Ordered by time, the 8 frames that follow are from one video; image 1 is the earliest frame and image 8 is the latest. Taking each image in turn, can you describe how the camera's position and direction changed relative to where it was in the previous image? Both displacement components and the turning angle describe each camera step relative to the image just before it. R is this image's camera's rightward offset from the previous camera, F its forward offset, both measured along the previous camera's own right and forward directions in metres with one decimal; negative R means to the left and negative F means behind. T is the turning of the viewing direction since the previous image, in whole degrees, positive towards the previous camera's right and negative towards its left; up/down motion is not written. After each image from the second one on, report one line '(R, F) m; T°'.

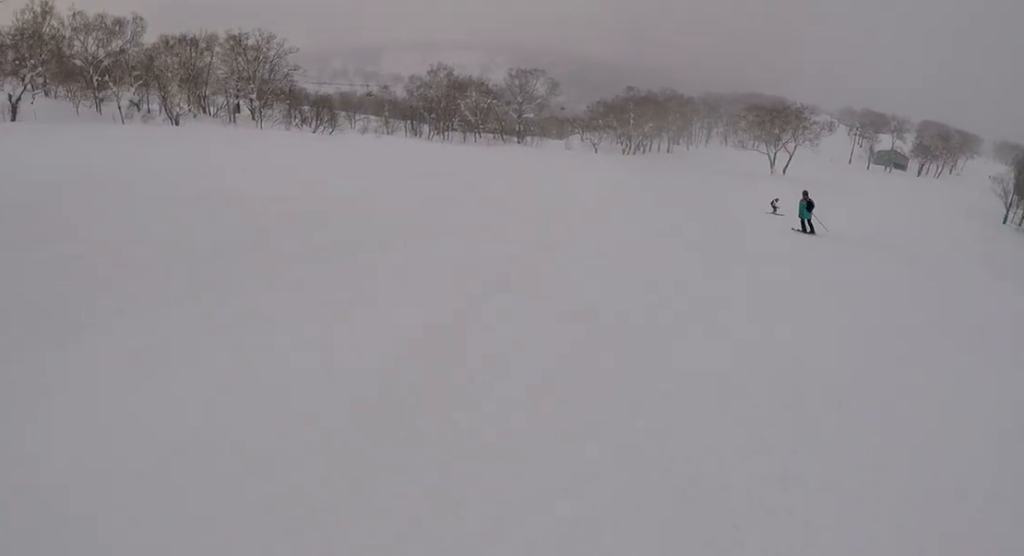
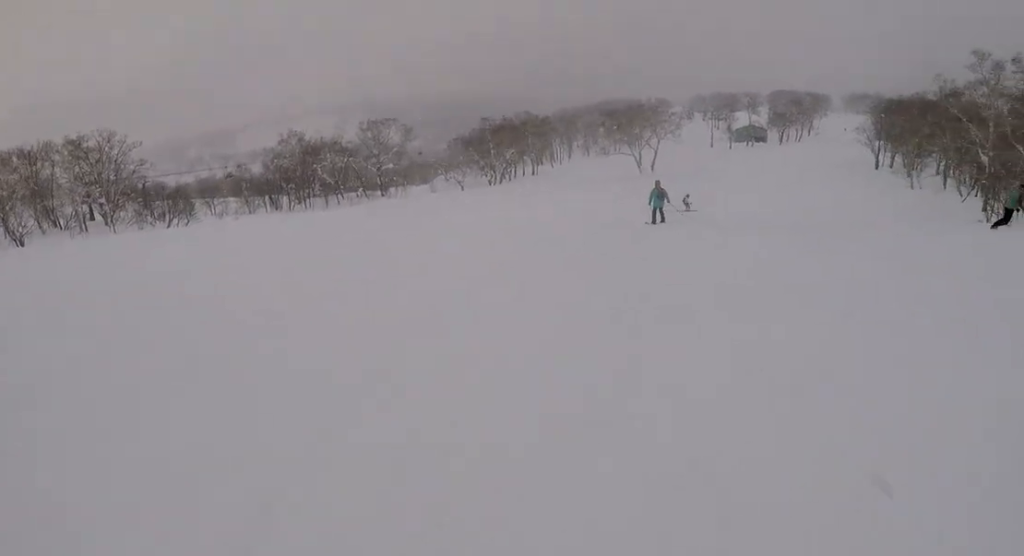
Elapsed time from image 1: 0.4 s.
(+0.1, +3.8) m; +4°
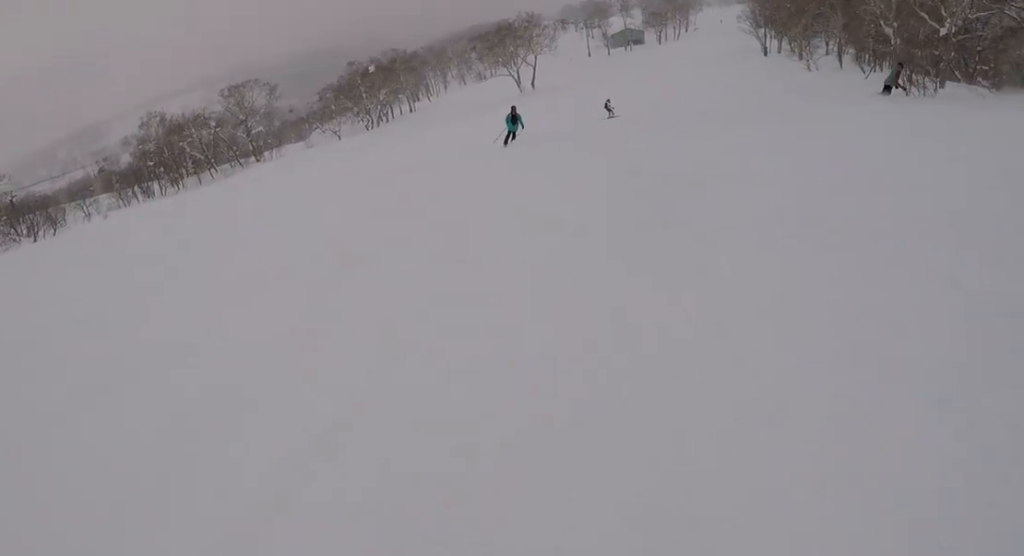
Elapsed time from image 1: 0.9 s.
(+0.2, +4.0) m; +5°
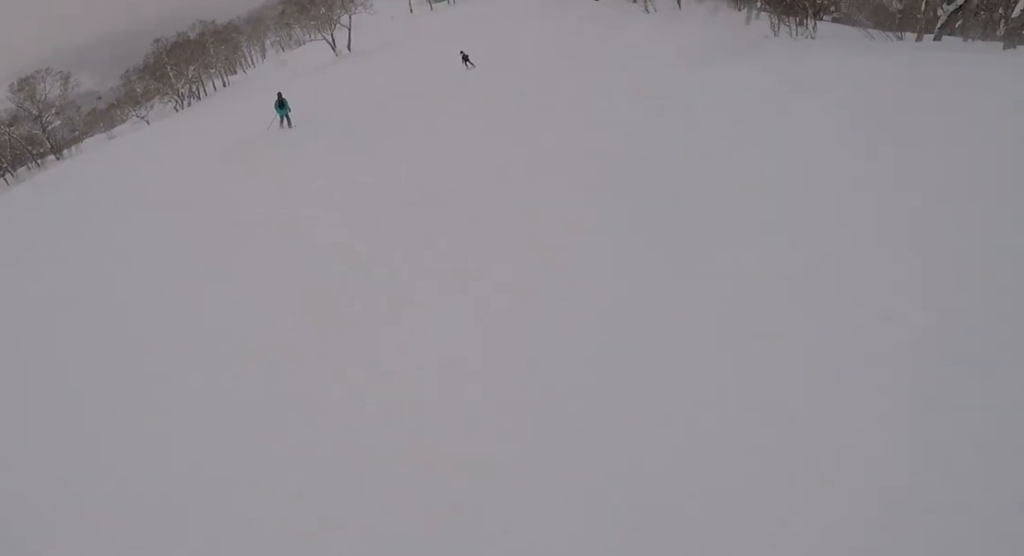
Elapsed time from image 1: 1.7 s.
(+0.6, +8.0) m; 0°
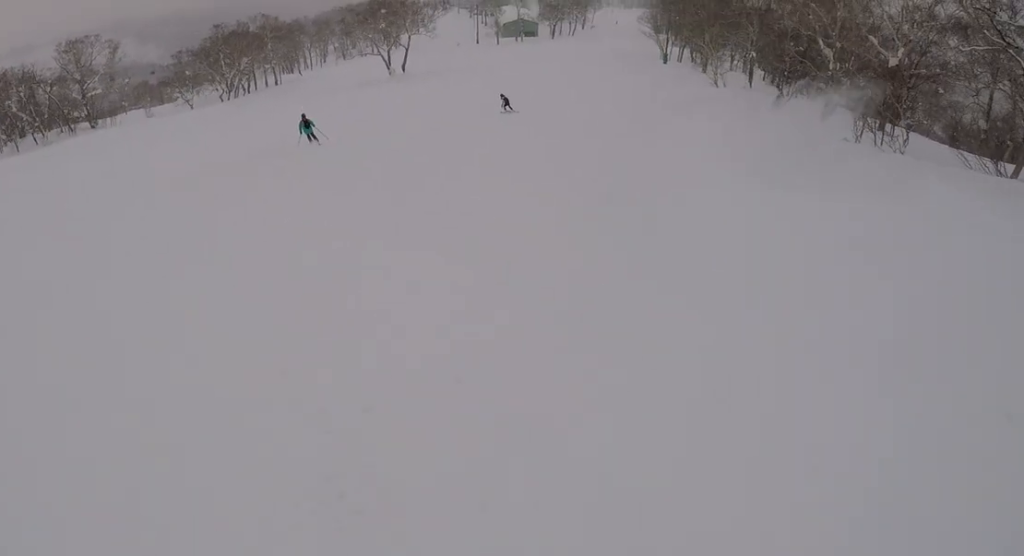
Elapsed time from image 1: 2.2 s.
(+0.9, +4.8) m; -6°
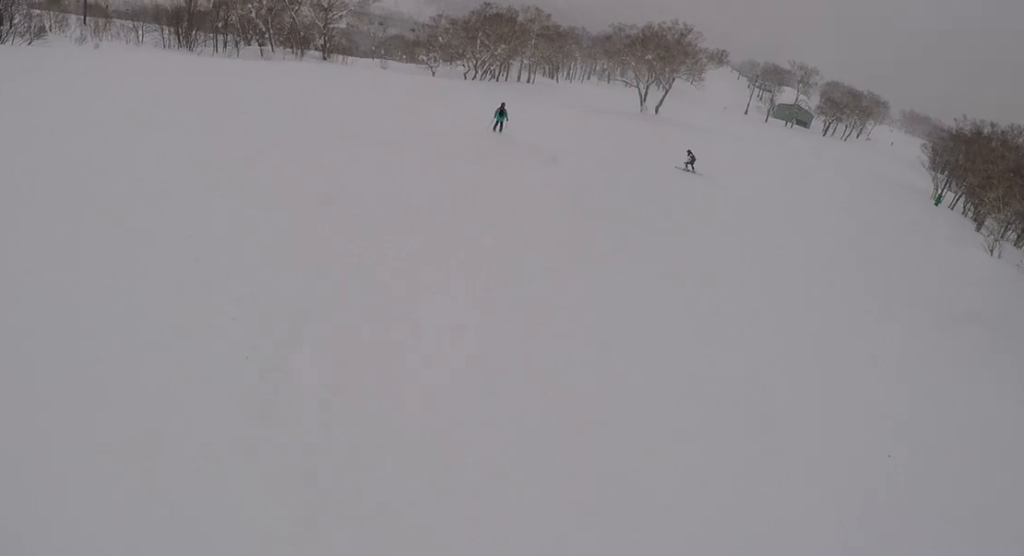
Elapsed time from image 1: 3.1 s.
(-2.2, +8.6) m; -14°
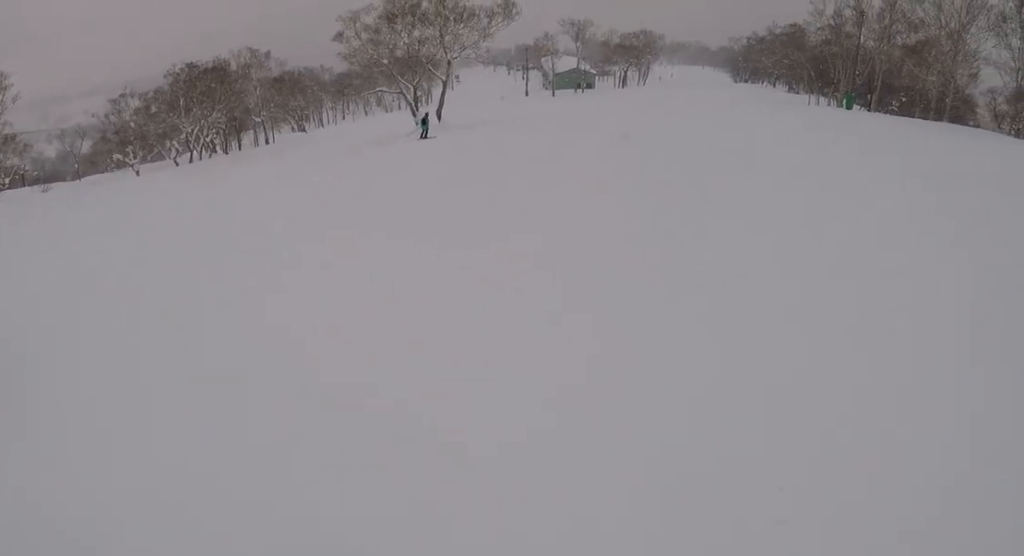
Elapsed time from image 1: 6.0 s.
(+6.1, +32.8) m; +27°
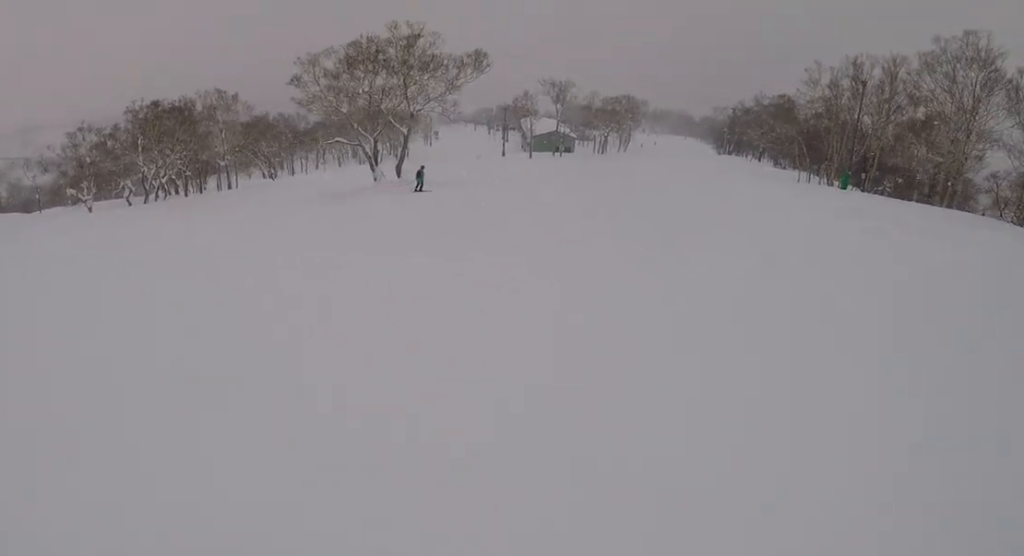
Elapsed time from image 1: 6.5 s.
(+0.2, +5.7) m; 0°
